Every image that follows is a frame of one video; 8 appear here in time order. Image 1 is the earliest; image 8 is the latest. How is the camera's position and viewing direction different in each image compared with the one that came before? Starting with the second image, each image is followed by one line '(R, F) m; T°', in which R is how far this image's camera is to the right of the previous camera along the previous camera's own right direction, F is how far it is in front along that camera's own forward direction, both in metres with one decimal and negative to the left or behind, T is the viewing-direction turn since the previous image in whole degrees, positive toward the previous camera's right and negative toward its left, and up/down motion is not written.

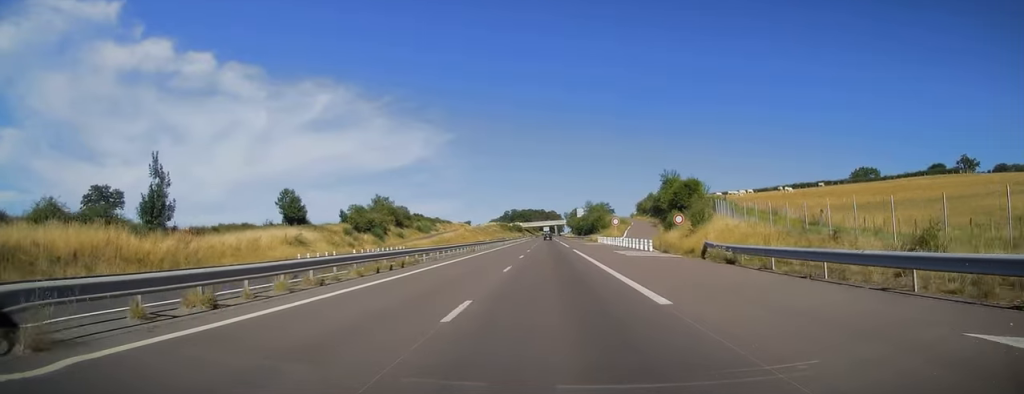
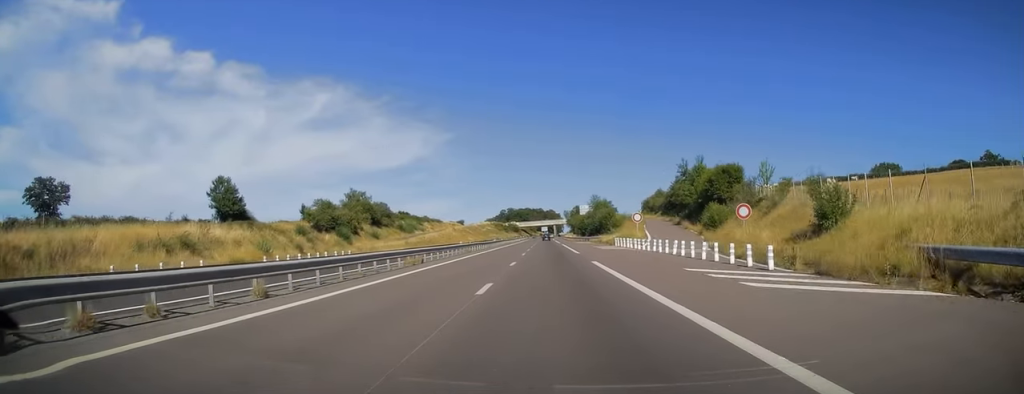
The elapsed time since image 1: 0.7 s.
(+0.1, +21.5) m; 0°
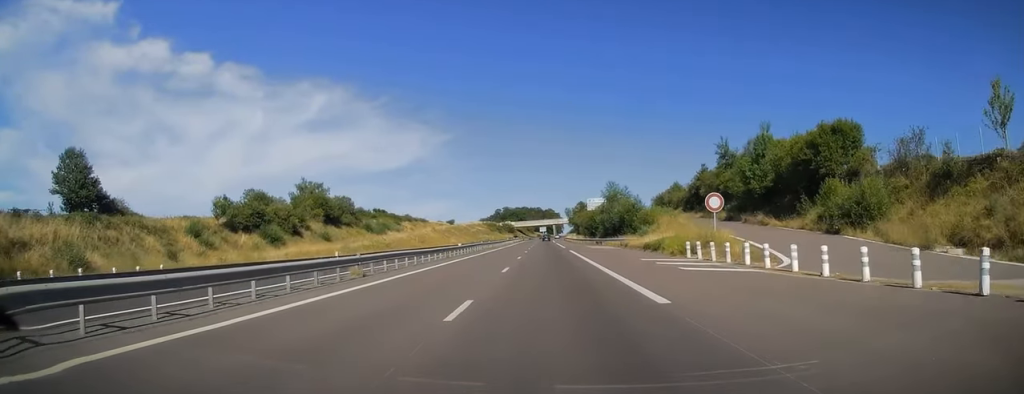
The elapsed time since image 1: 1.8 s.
(-0.2, +29.9) m; 0°
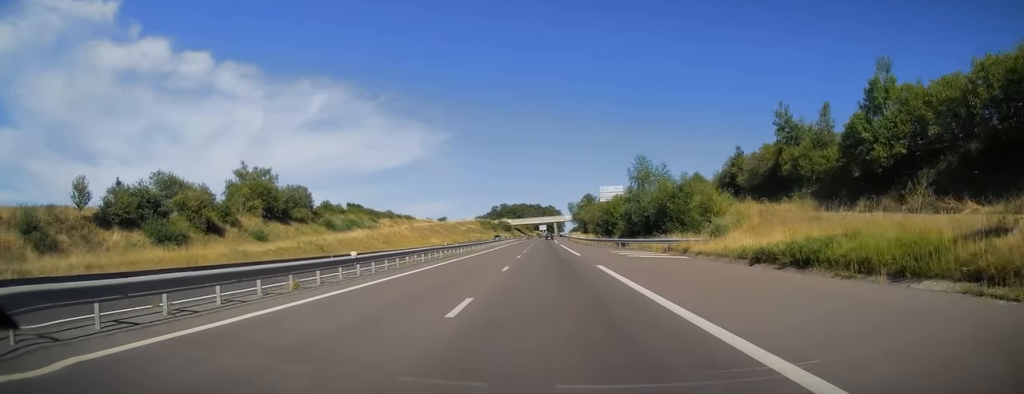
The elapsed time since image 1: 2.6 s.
(+0.3, +25.4) m; 0°
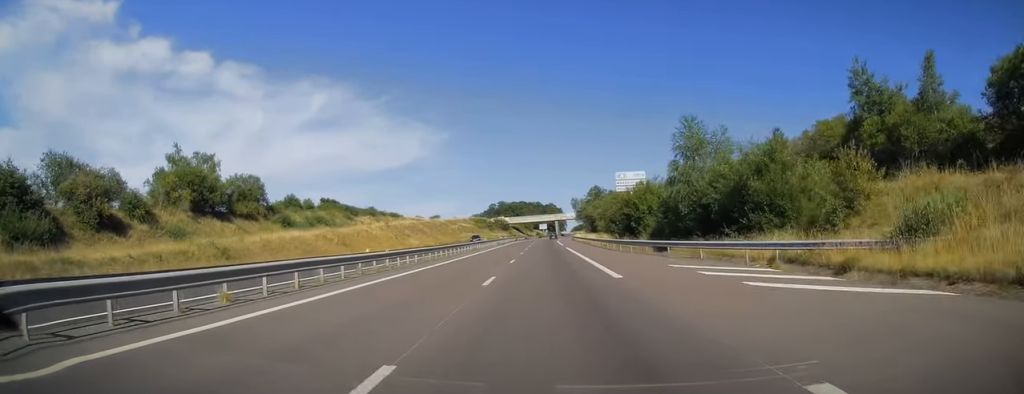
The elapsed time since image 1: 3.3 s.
(+0.1, +19.6) m; -1°
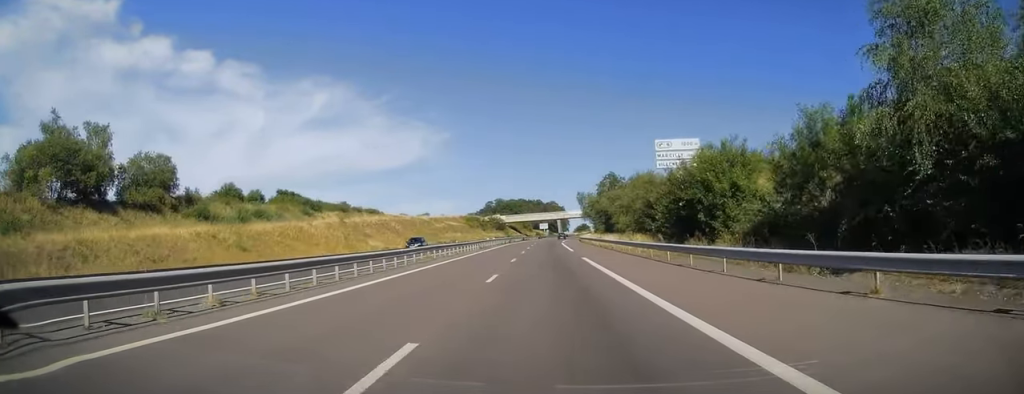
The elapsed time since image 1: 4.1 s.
(-0.3, +24.4) m; 0°
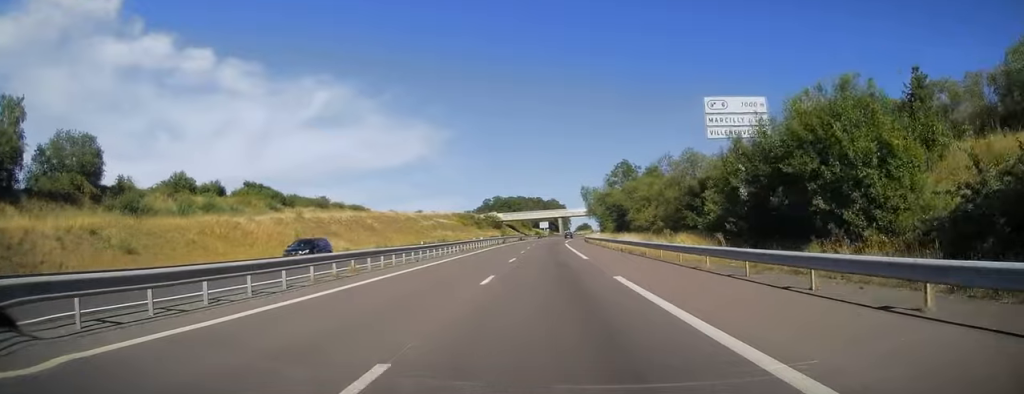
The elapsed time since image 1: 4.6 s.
(-0.1, +14.2) m; 0°
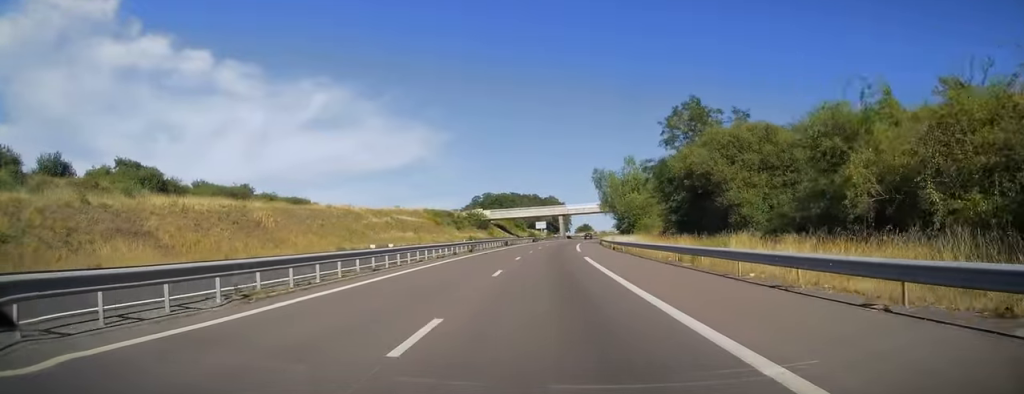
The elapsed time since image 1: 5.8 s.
(+0.4, +35.2) m; +1°
